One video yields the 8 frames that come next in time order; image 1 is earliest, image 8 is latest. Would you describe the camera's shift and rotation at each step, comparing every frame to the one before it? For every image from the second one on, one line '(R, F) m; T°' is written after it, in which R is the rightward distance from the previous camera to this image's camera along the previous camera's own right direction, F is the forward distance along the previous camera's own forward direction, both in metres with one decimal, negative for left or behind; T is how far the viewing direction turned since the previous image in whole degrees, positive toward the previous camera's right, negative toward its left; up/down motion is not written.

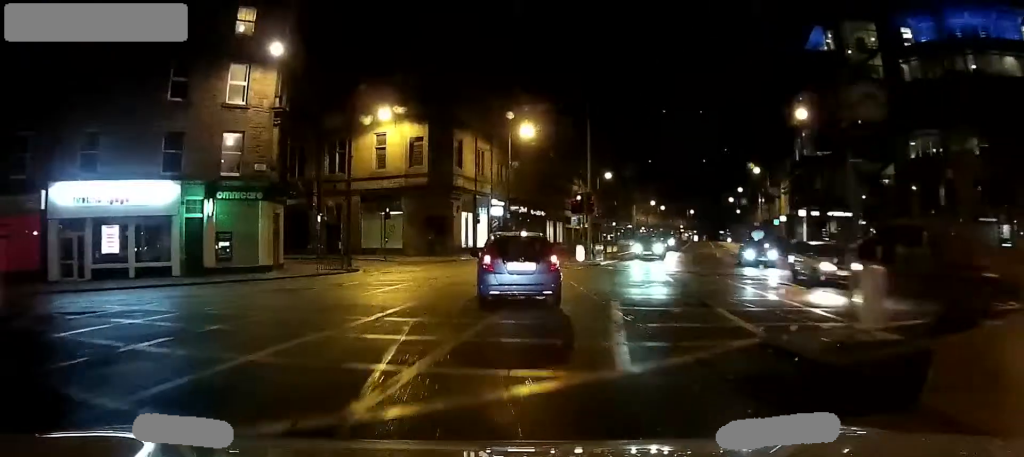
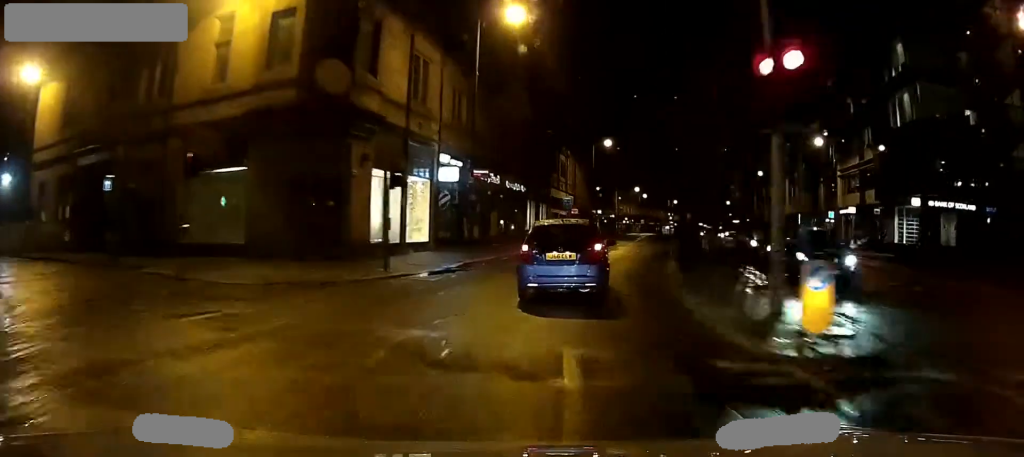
(+2.0, +24.4) m; +5°
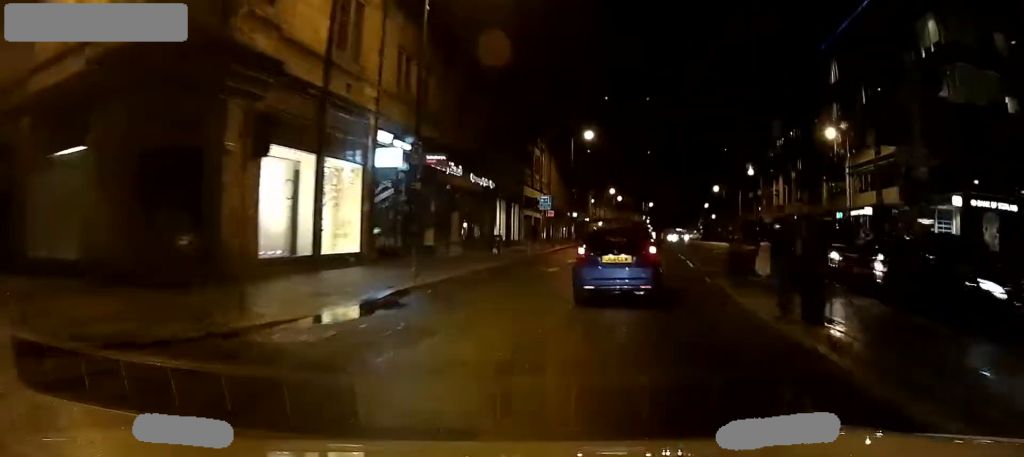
(0.0, +8.5) m; -2°
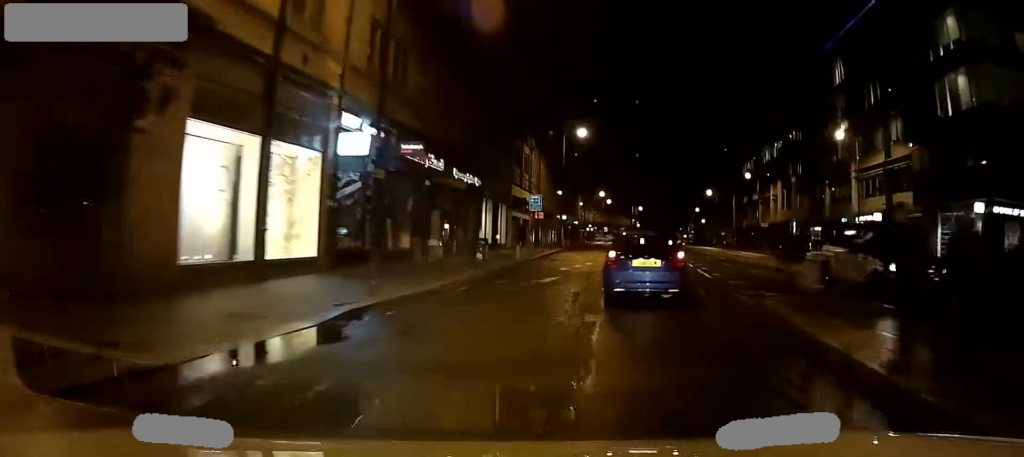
(-0.1, +3.6) m; 0°
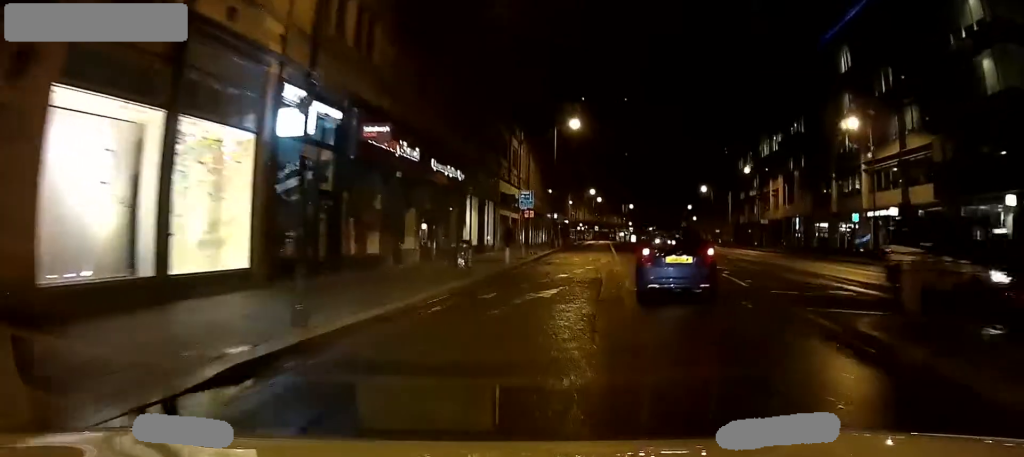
(-0.2, +4.2) m; 0°
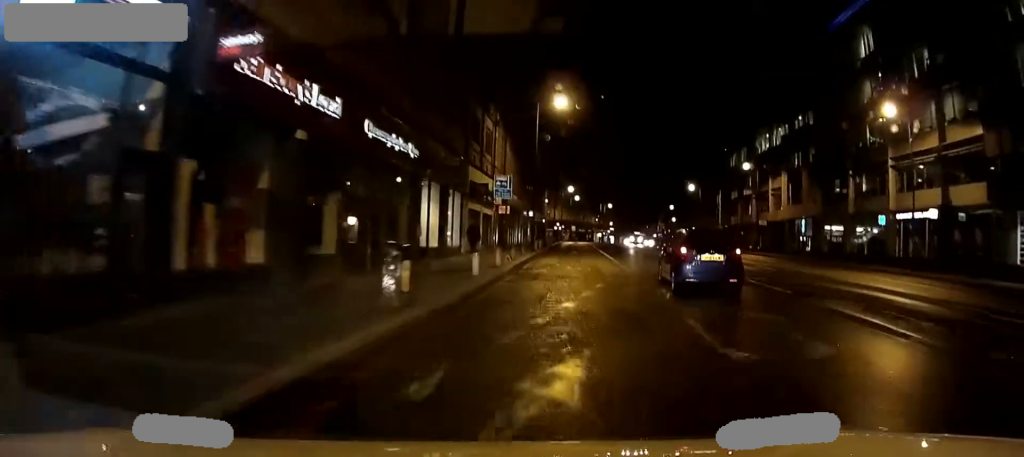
(+0.5, +8.3) m; +4°
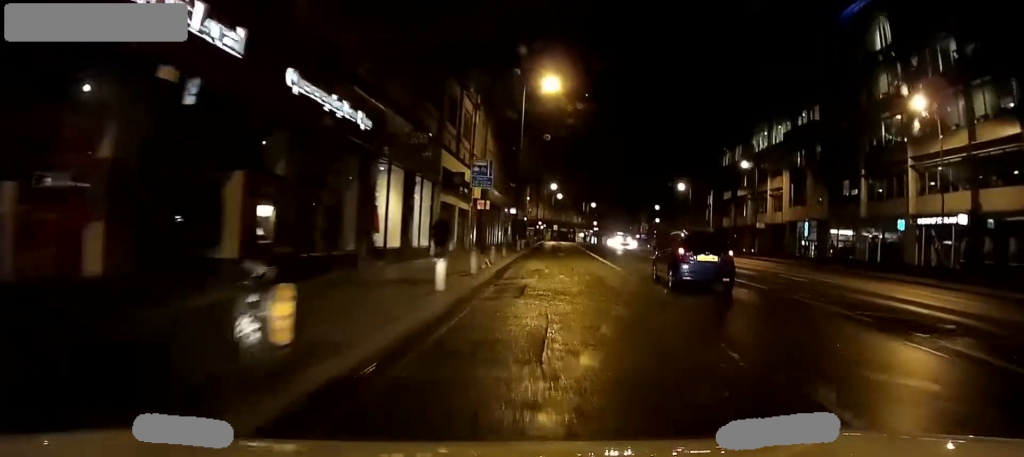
(+0.1, +5.1) m; +4°
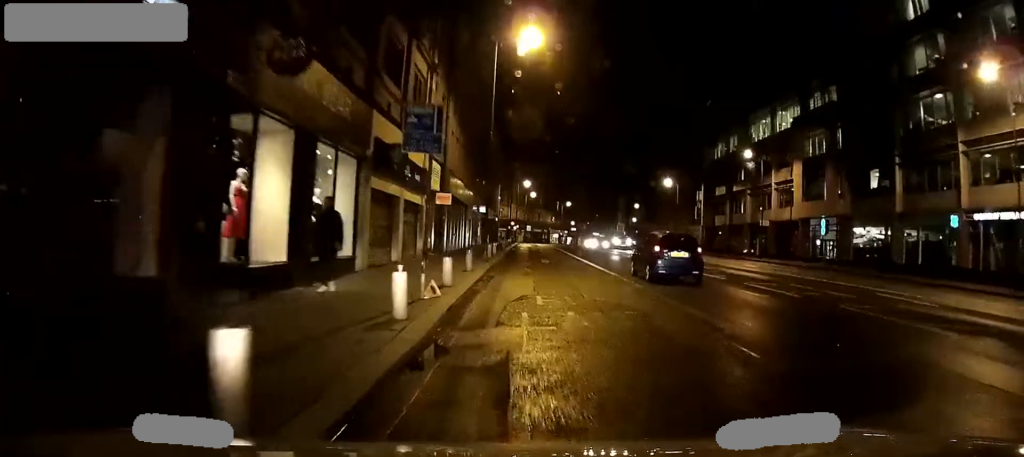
(+0.8, +9.4) m; +8°
